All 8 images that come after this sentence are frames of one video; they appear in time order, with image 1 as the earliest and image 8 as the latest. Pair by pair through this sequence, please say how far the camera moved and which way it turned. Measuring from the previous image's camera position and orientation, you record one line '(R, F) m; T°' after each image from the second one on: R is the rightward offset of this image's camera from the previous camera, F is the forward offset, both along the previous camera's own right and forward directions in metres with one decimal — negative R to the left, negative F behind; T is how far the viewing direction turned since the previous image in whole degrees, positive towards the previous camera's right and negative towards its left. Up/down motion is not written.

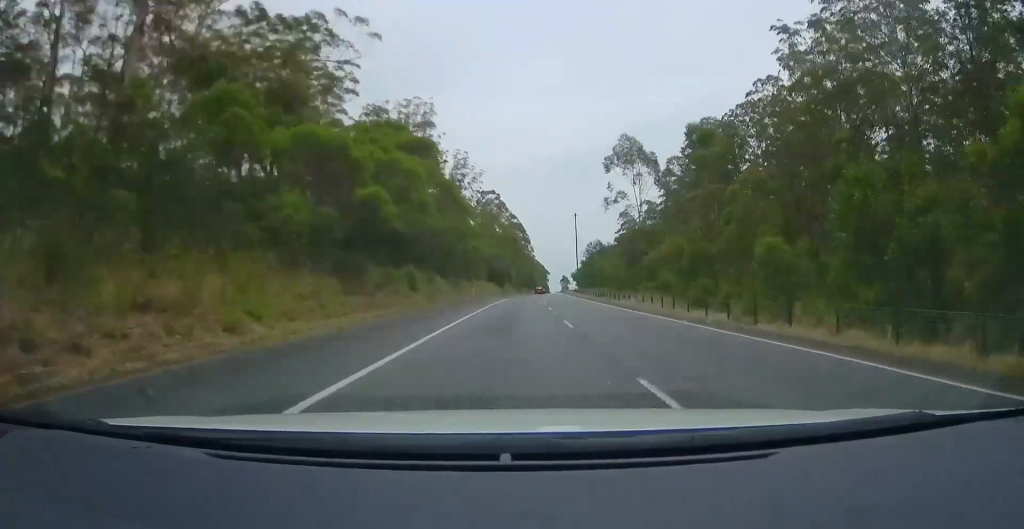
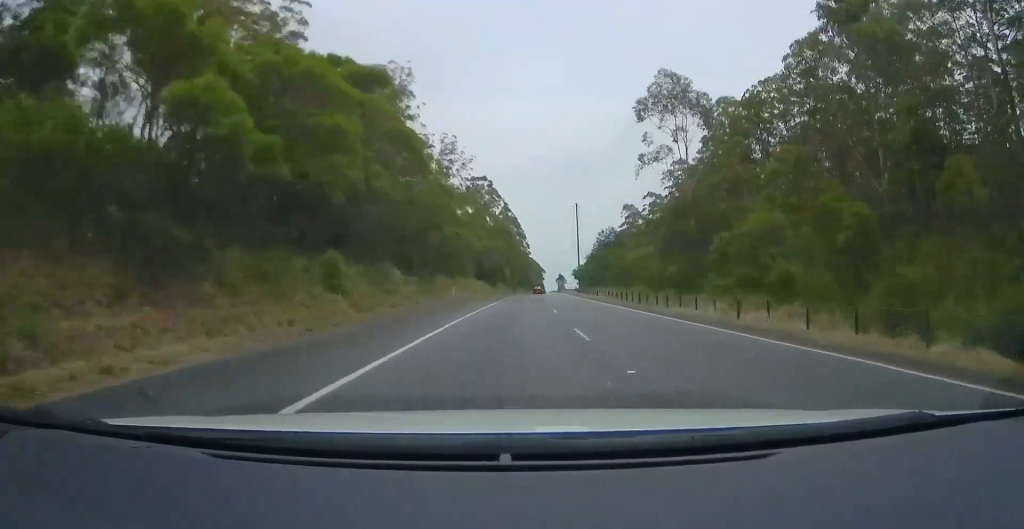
(-0.1, +16.9) m; 0°
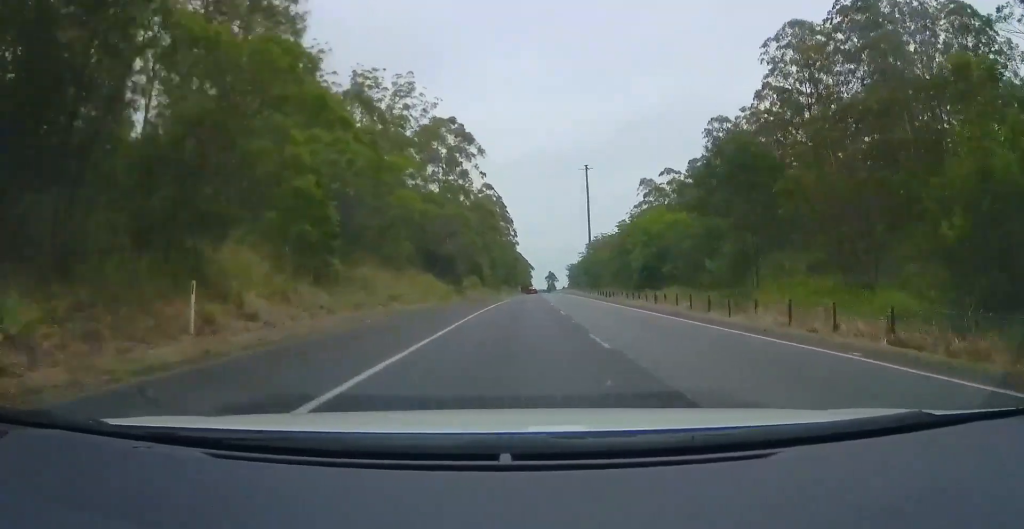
(+0.8, +41.3) m; +2°
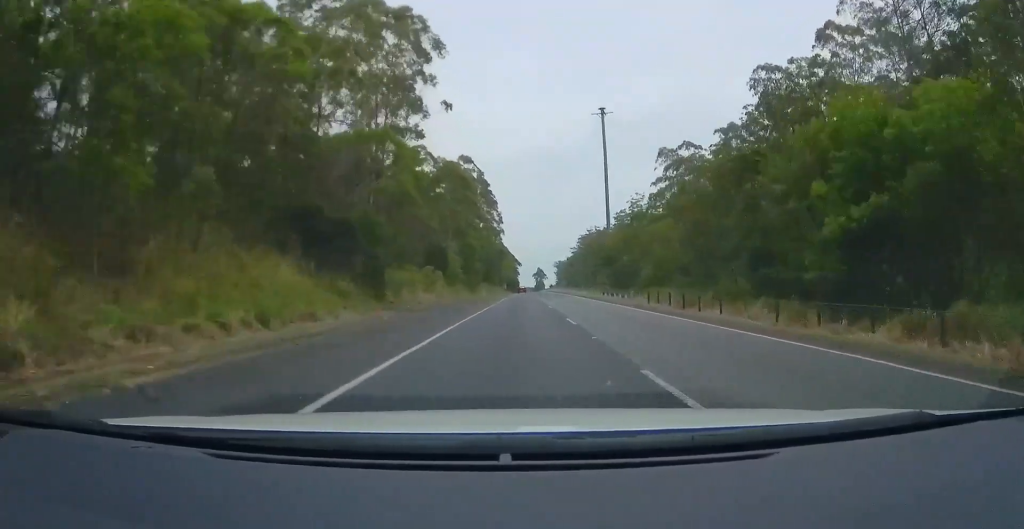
(+0.3, +29.4) m; +1°
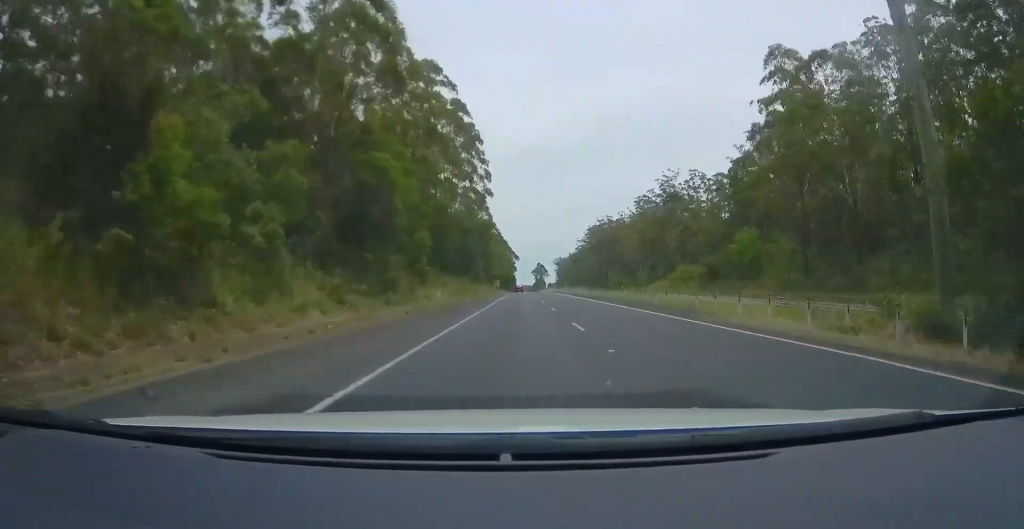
(0.0, +50.2) m; +1°
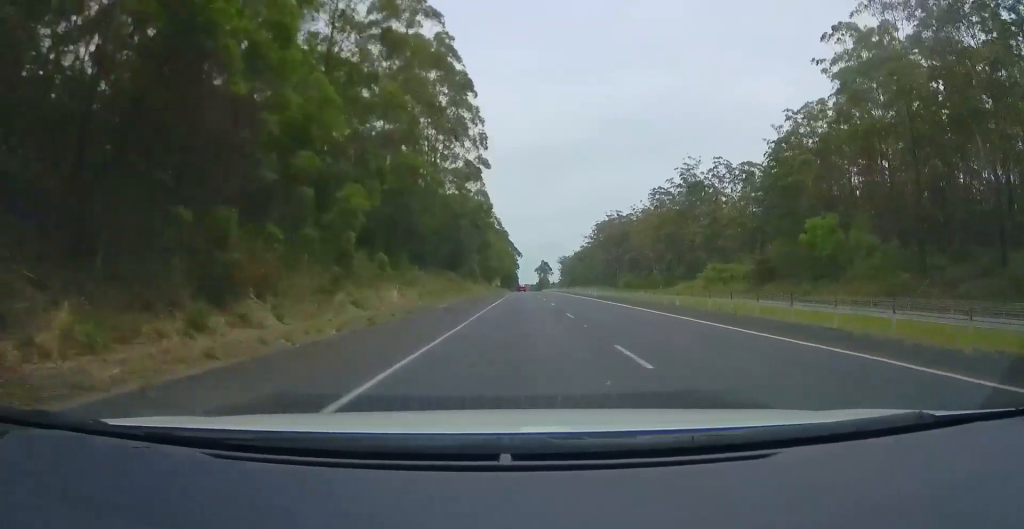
(+0.2, +18.3) m; +1°
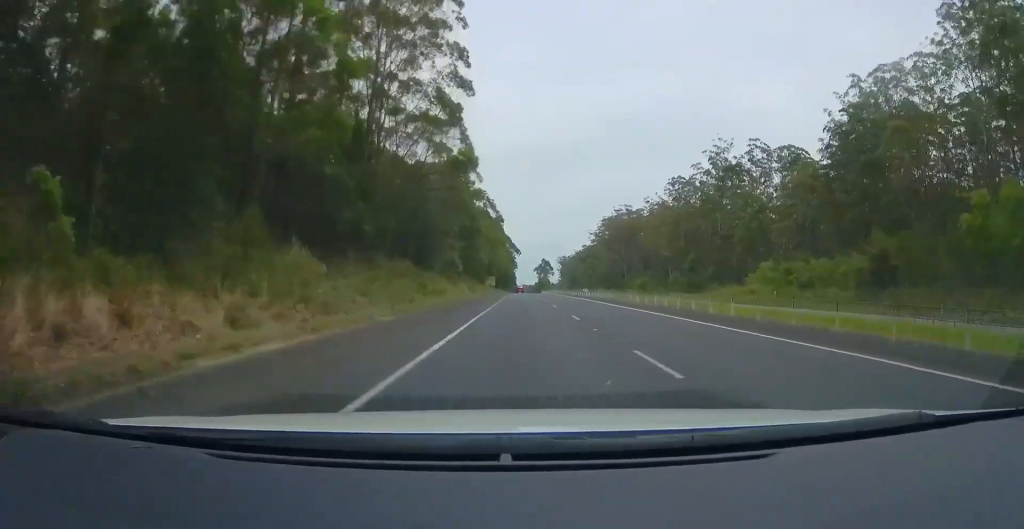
(+0.4, +24.4) m; +1°
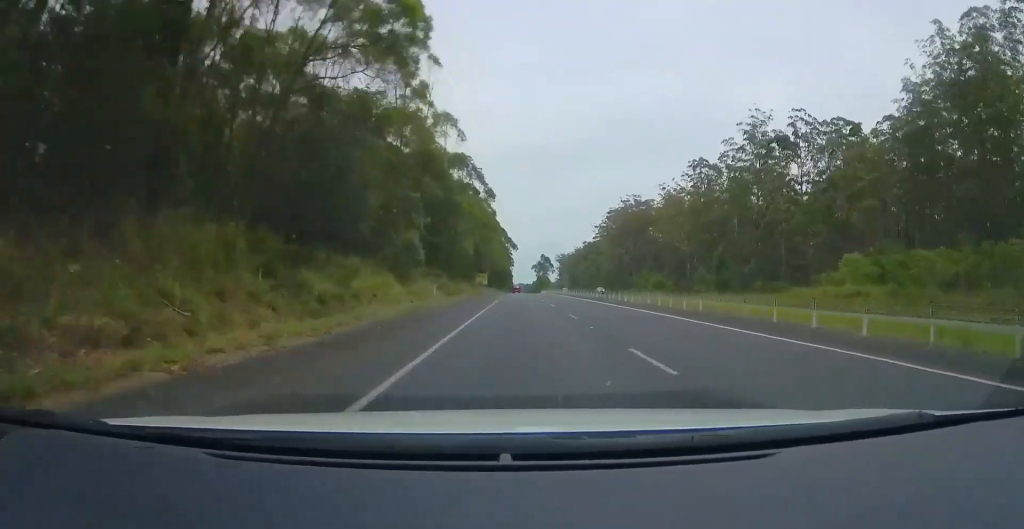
(+0.4, +23.2) m; 0°
